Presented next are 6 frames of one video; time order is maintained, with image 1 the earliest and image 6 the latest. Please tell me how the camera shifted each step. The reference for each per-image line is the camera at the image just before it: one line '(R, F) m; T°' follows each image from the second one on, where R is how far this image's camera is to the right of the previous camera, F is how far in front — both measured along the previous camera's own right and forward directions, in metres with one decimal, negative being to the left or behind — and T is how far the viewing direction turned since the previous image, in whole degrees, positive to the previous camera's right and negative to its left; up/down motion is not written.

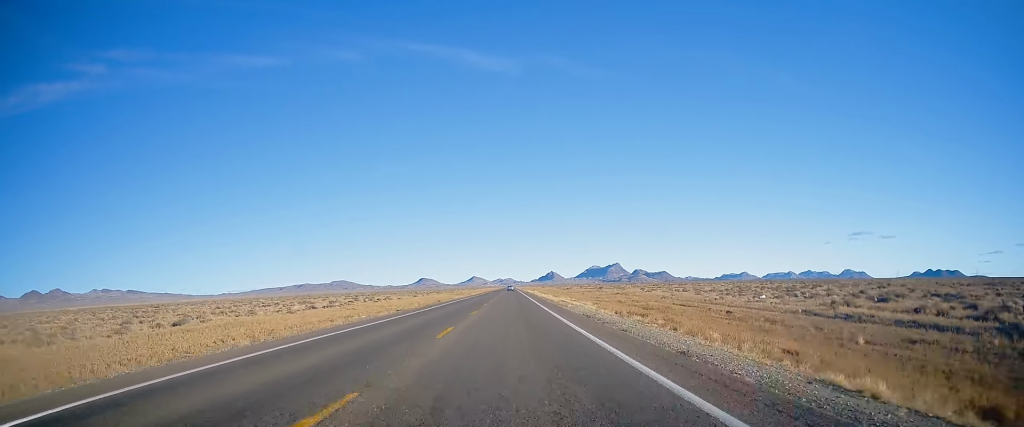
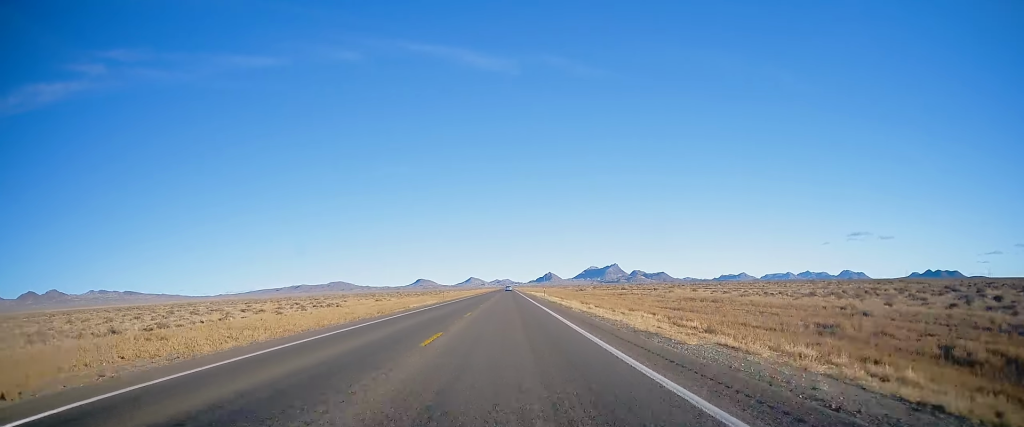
(0.0, +38.5) m; 0°
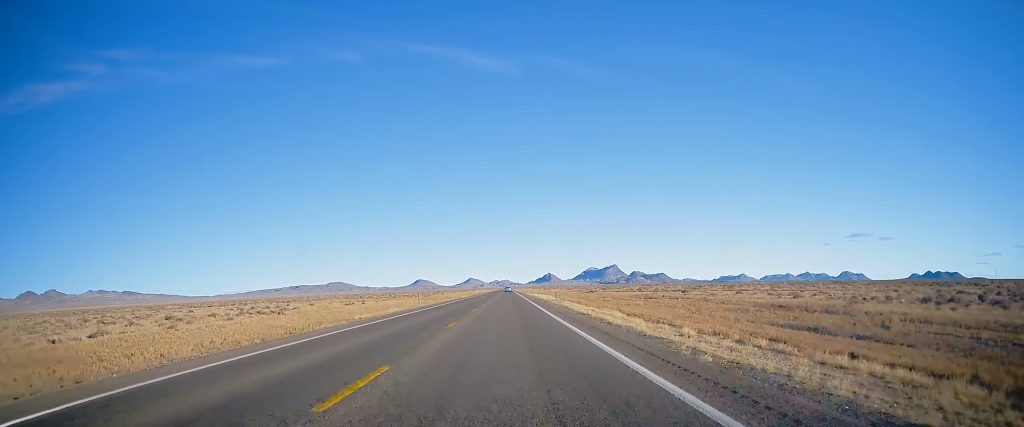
(0.0, +18.7) m; 0°
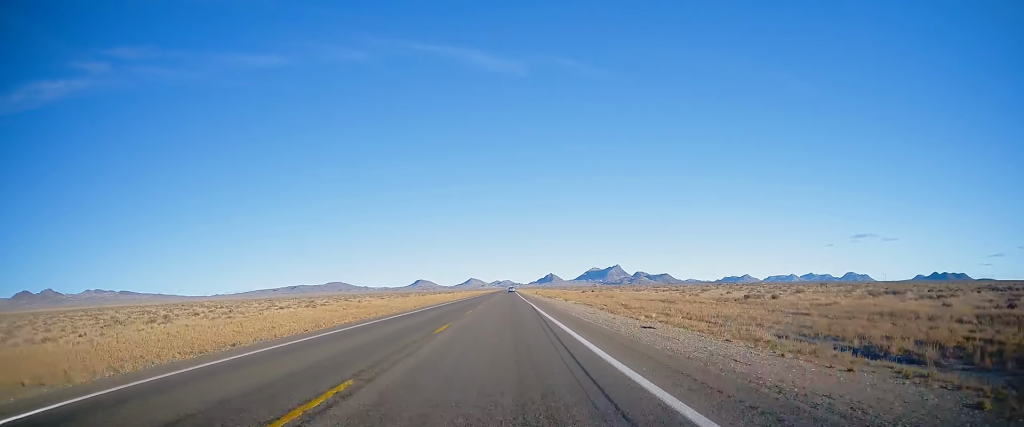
(+0.8, +147.8) m; 0°
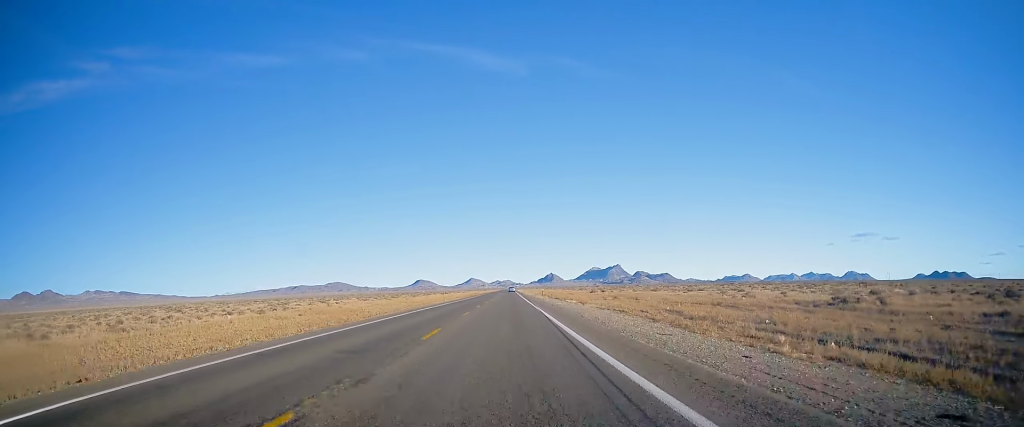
(-0.2, +14.3) m; 0°
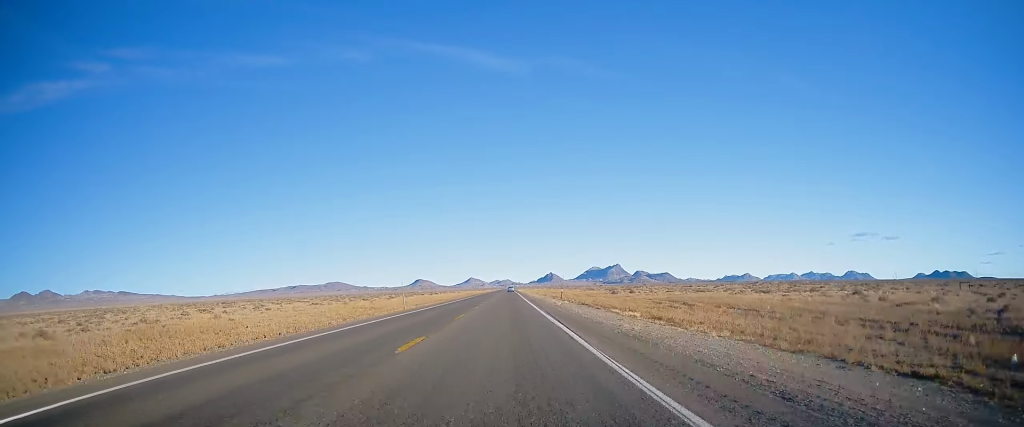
(+0.4, +27.5) m; 0°
